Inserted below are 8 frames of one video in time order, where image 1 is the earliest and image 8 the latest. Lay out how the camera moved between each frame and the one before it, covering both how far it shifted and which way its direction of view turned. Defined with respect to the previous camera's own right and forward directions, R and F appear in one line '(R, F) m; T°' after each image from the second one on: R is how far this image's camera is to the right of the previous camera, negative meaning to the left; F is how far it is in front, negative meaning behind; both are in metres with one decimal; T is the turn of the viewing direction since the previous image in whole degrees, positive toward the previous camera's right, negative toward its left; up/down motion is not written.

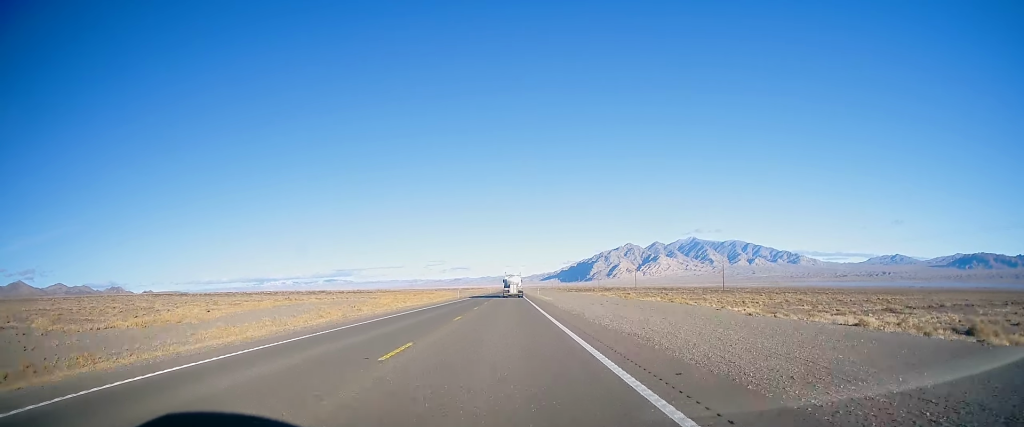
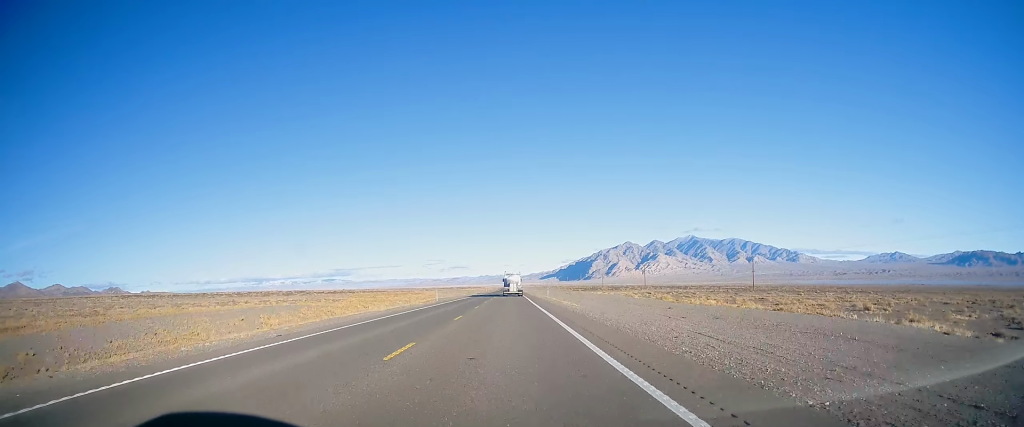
(0.0, +24.3) m; 0°
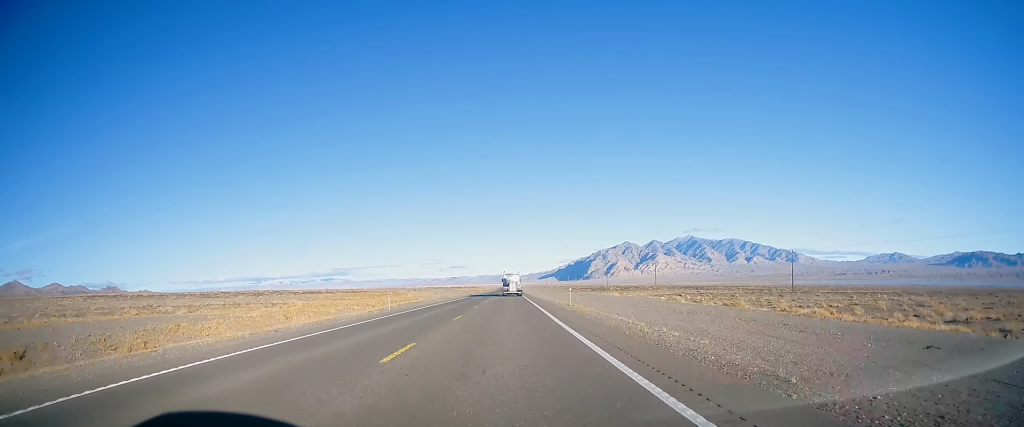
(+0.2, +24.4) m; +1°
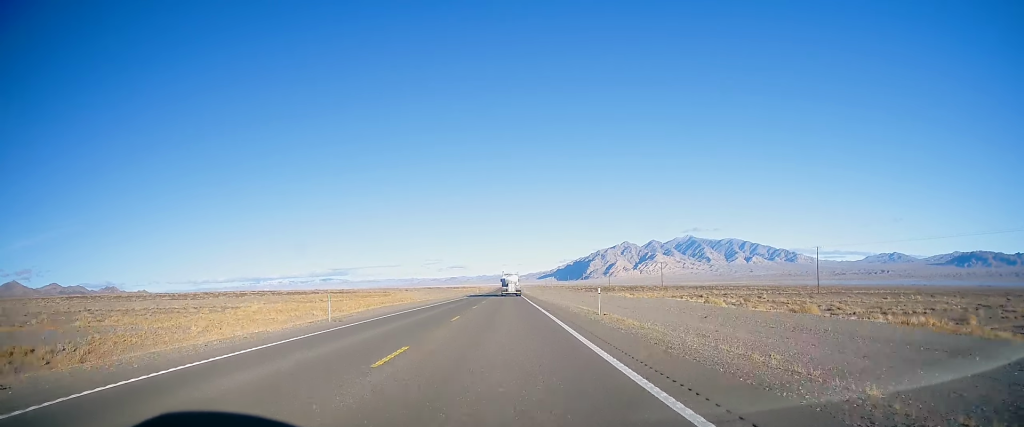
(0.0, +12.7) m; 0°
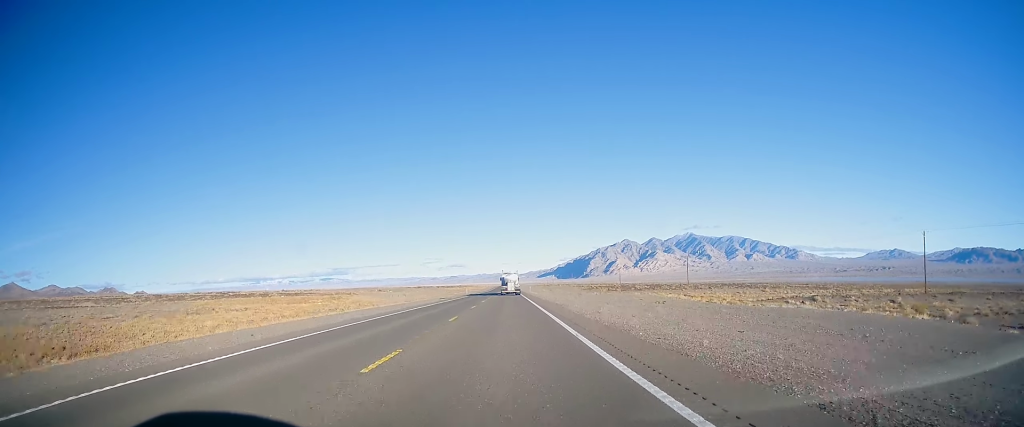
(-0.1, +37.2) m; 0°
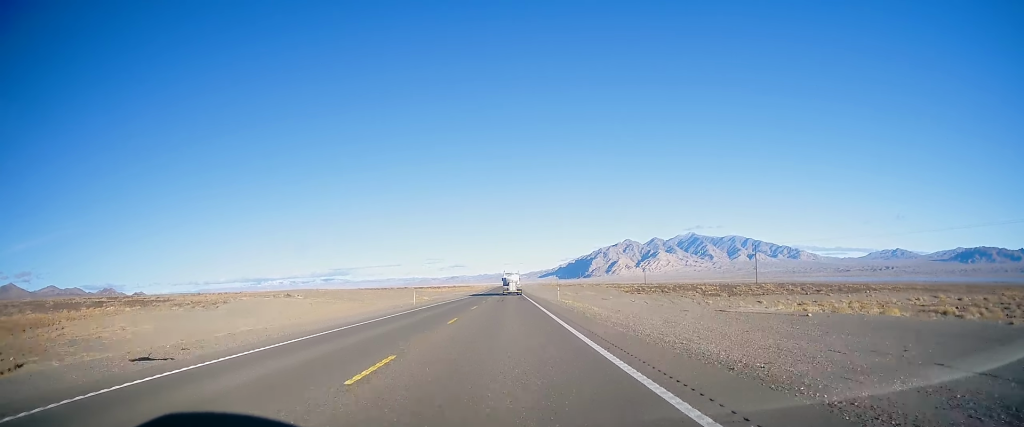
(-0.8, +61.7) m; -1°
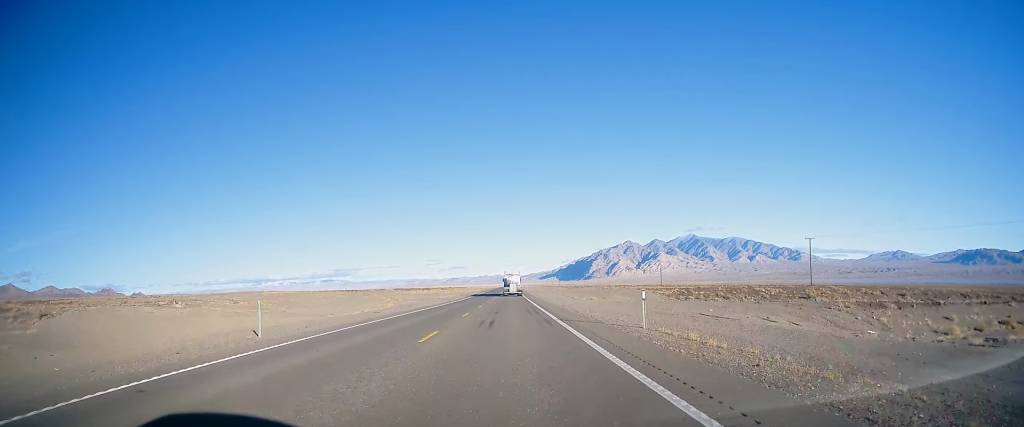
(+0.2, +30.9) m; 0°
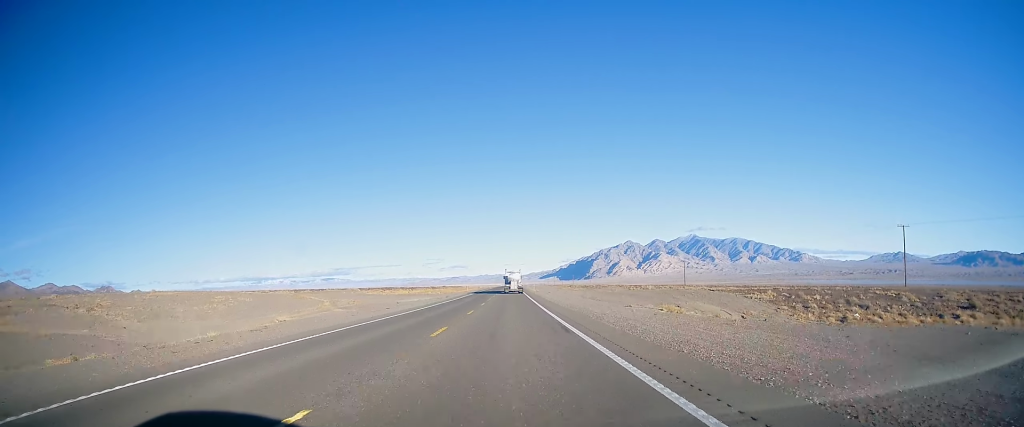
(+0.1, +35.3) m; +1°
